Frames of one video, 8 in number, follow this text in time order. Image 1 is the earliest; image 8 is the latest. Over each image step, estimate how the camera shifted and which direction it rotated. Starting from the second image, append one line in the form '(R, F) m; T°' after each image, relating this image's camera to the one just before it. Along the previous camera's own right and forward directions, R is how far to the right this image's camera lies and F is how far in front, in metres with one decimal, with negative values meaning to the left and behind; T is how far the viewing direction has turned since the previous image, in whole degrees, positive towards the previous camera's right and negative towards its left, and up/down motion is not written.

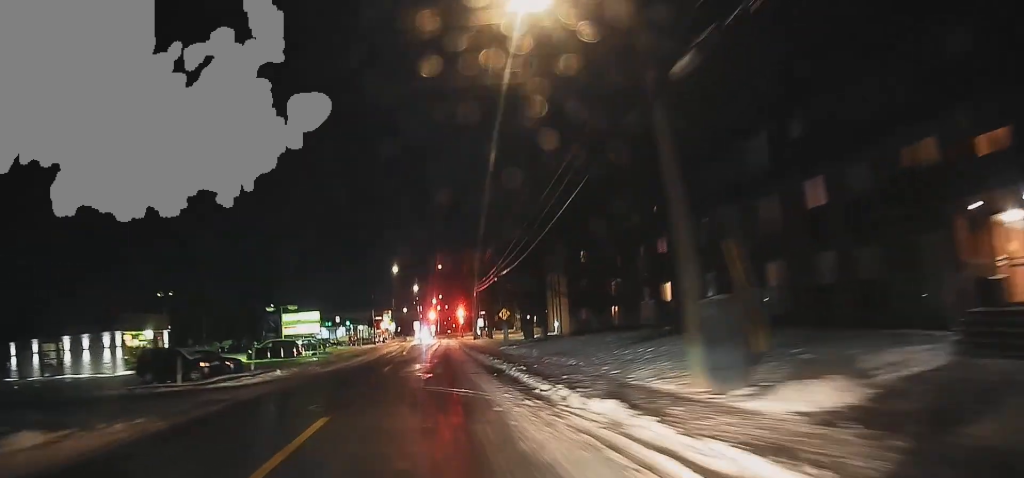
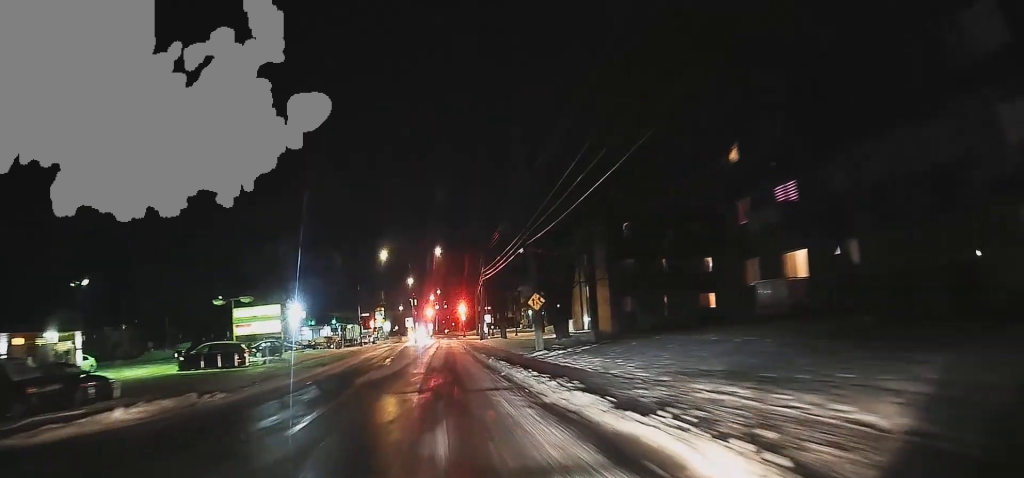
(-0.2, +13.4) m; 0°
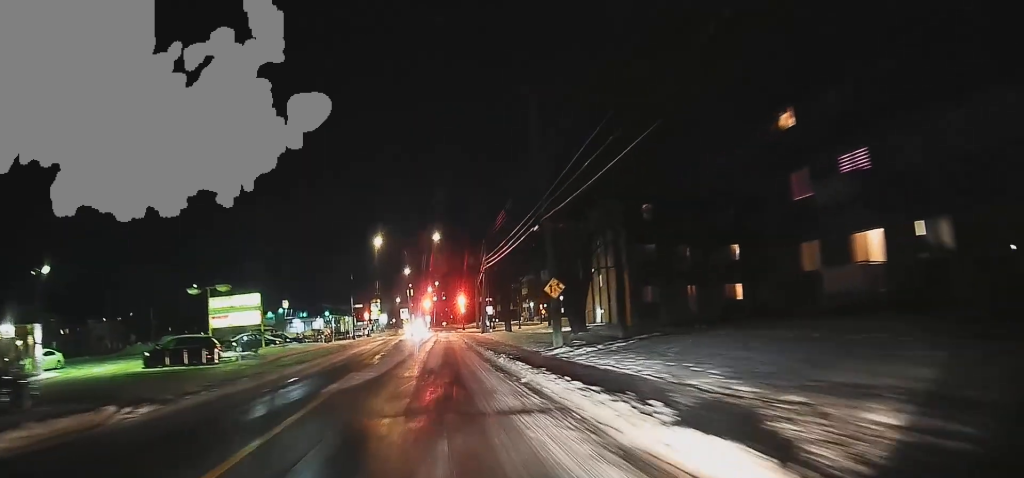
(+0.1, +4.6) m; +1°
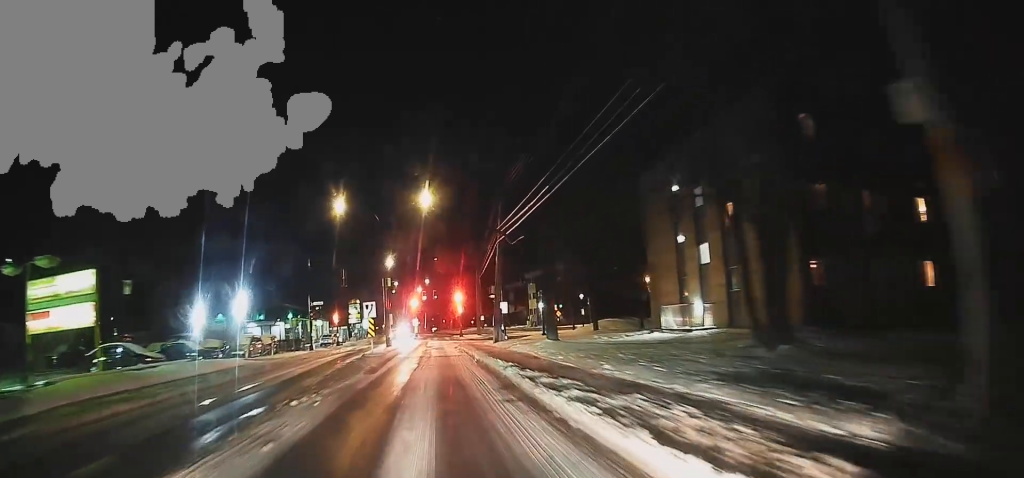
(+0.1, +18.7) m; 0°
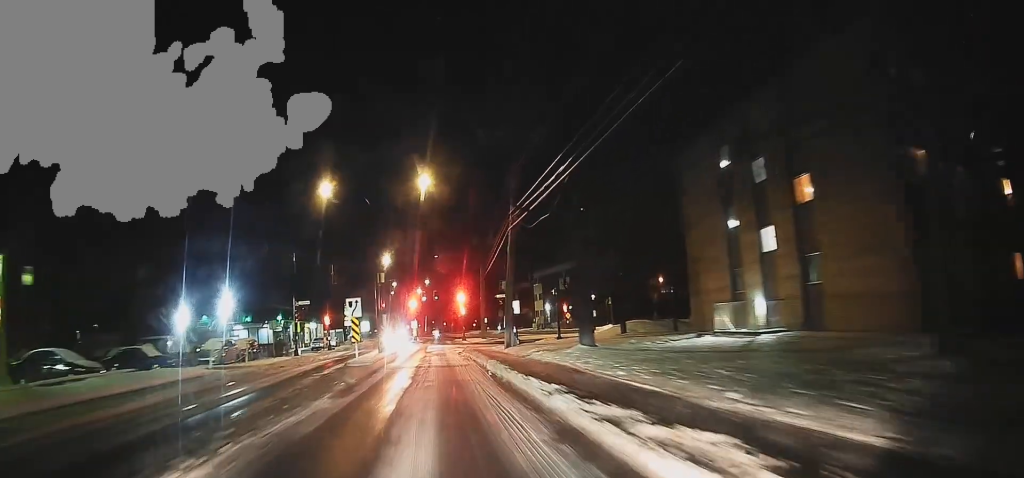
(-0.1, +5.3) m; 0°
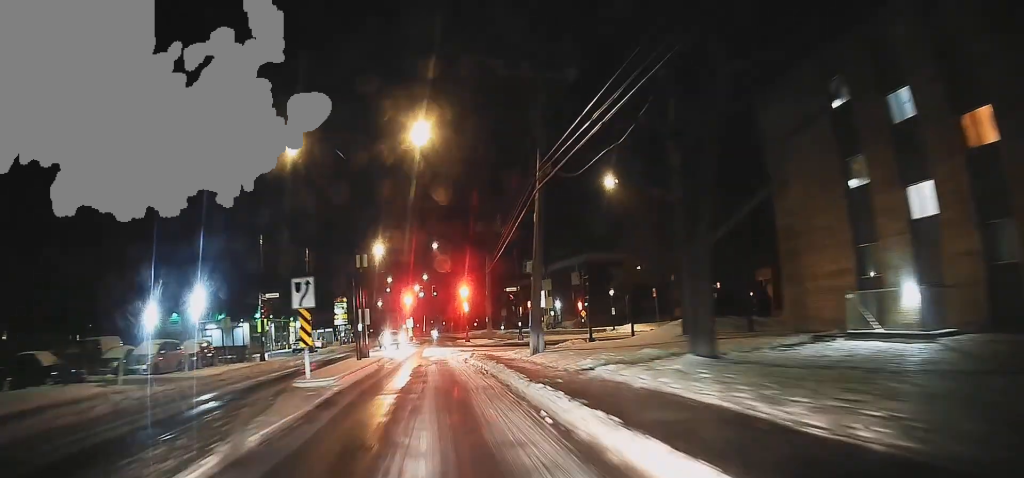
(+0.1, +8.8) m; 0°
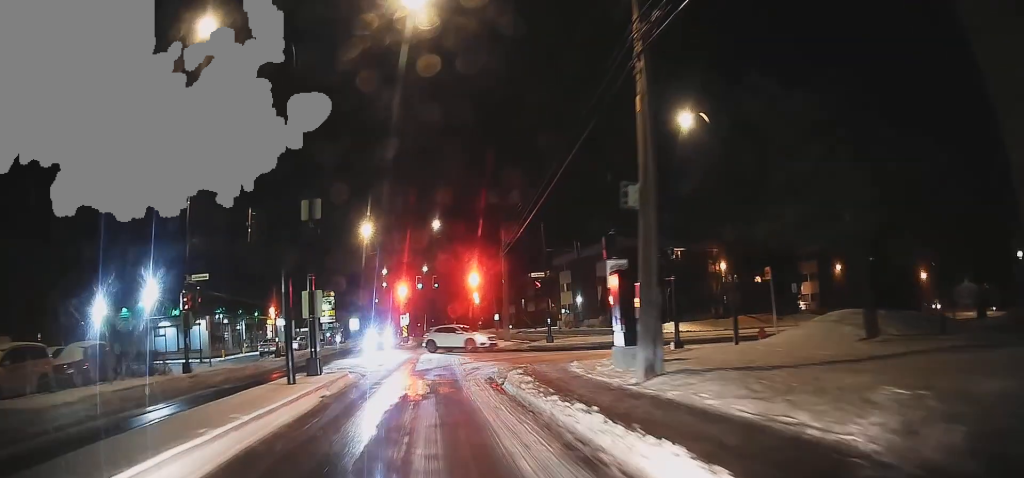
(-0.5, +11.9) m; -4°
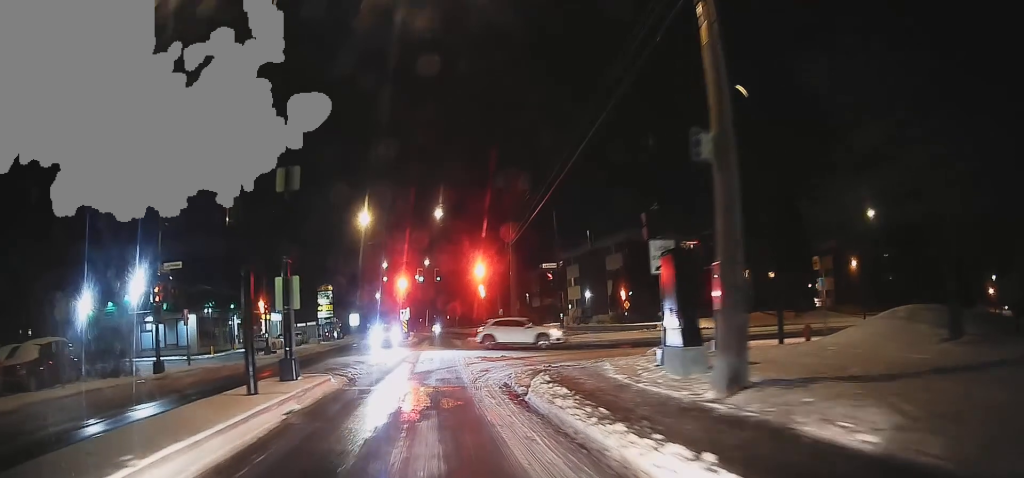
(-0.1, +3.2) m; 0°
